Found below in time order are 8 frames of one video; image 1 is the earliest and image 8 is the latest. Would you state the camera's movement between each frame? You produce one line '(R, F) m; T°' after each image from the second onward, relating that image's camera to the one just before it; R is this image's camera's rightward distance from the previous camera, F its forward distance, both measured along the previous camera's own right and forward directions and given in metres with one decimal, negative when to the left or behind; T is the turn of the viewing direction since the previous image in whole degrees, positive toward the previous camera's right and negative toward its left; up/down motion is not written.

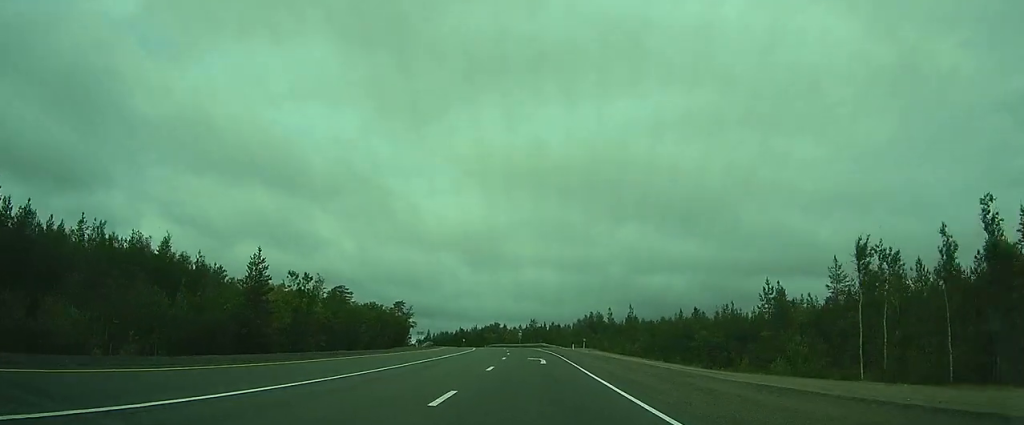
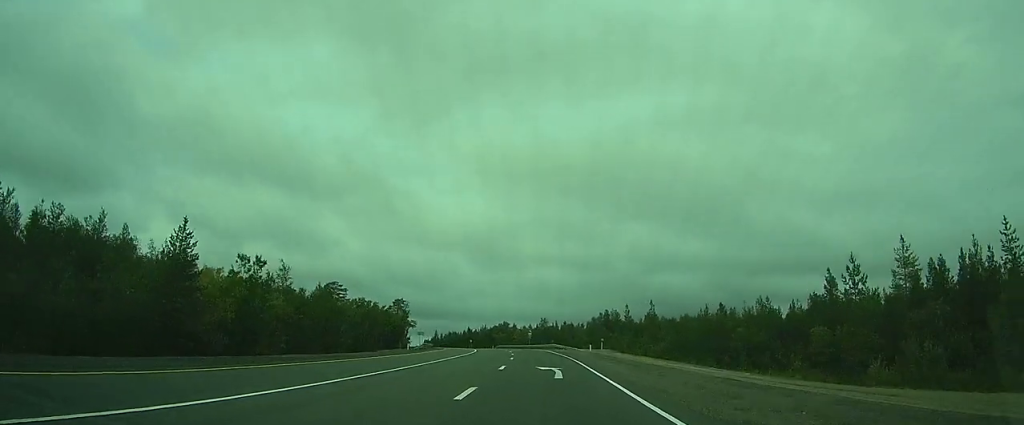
(+0.1, +10.2) m; -1°
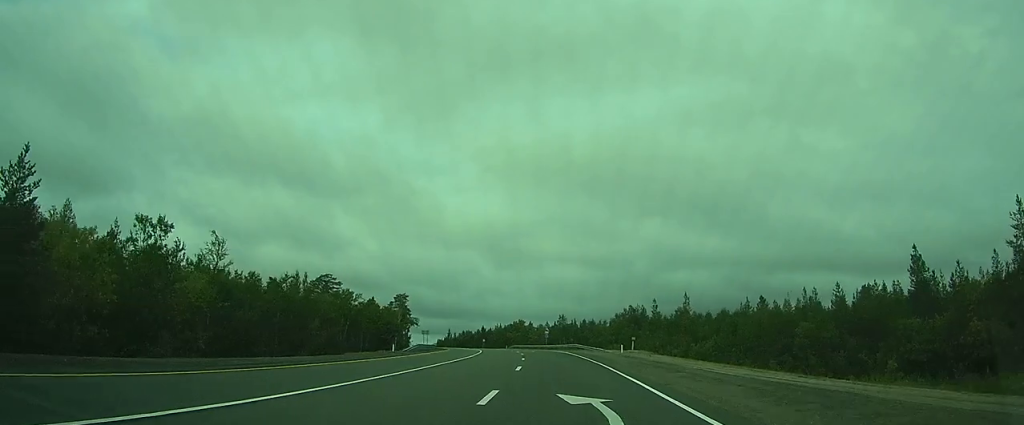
(0.0, +12.4) m; -1°
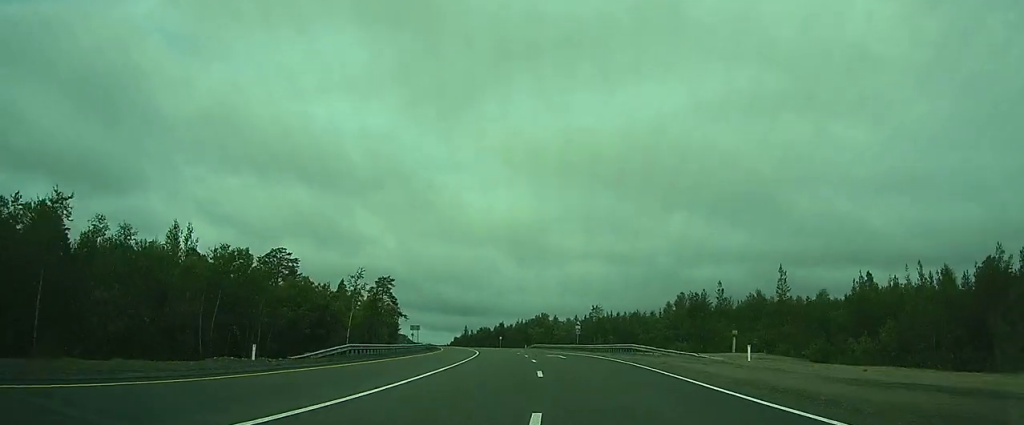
(-1.0, +27.3) m; -2°
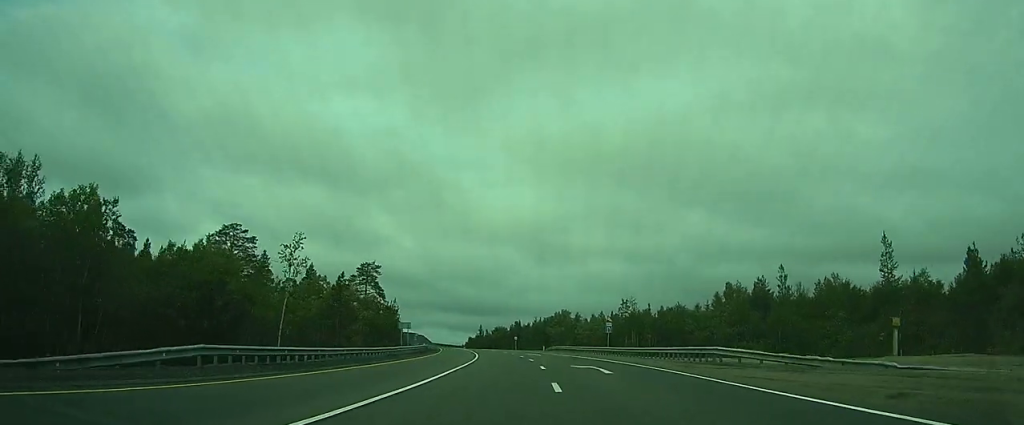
(-0.2, +16.4) m; 0°
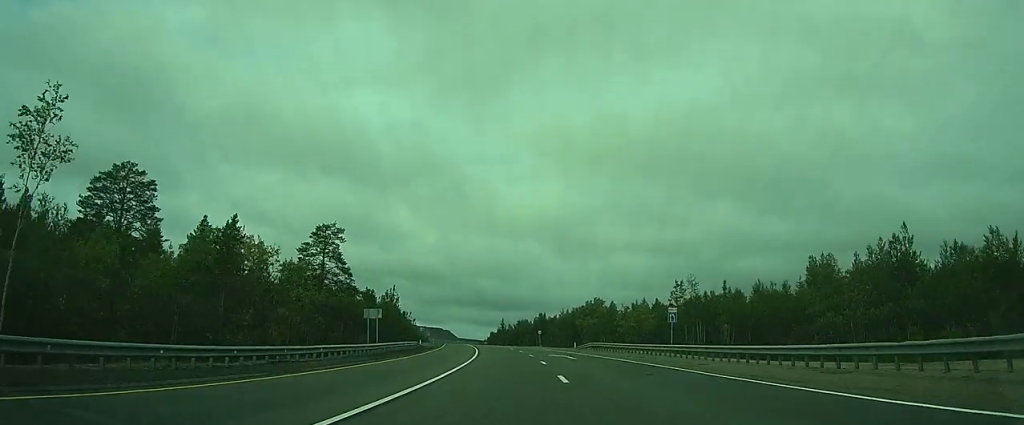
(+0.3, +20.9) m; -1°
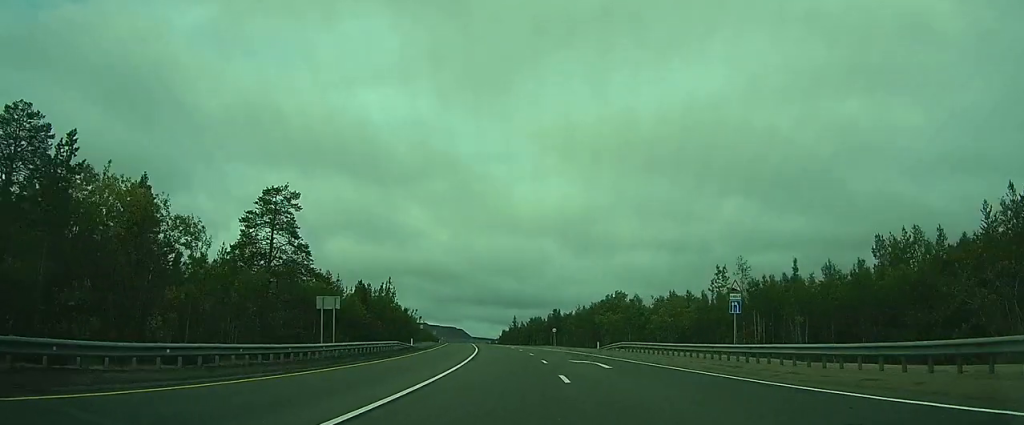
(-0.4, +12.0) m; -1°
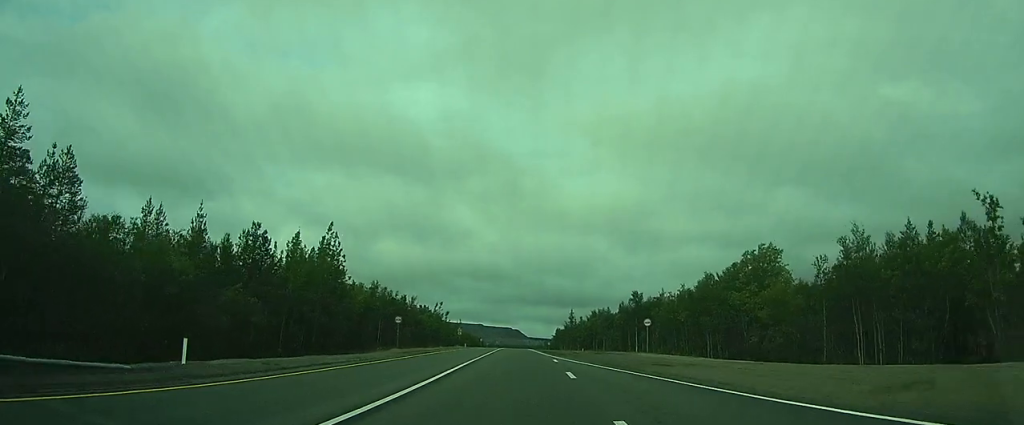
(+0.2, +45.4) m; +2°
